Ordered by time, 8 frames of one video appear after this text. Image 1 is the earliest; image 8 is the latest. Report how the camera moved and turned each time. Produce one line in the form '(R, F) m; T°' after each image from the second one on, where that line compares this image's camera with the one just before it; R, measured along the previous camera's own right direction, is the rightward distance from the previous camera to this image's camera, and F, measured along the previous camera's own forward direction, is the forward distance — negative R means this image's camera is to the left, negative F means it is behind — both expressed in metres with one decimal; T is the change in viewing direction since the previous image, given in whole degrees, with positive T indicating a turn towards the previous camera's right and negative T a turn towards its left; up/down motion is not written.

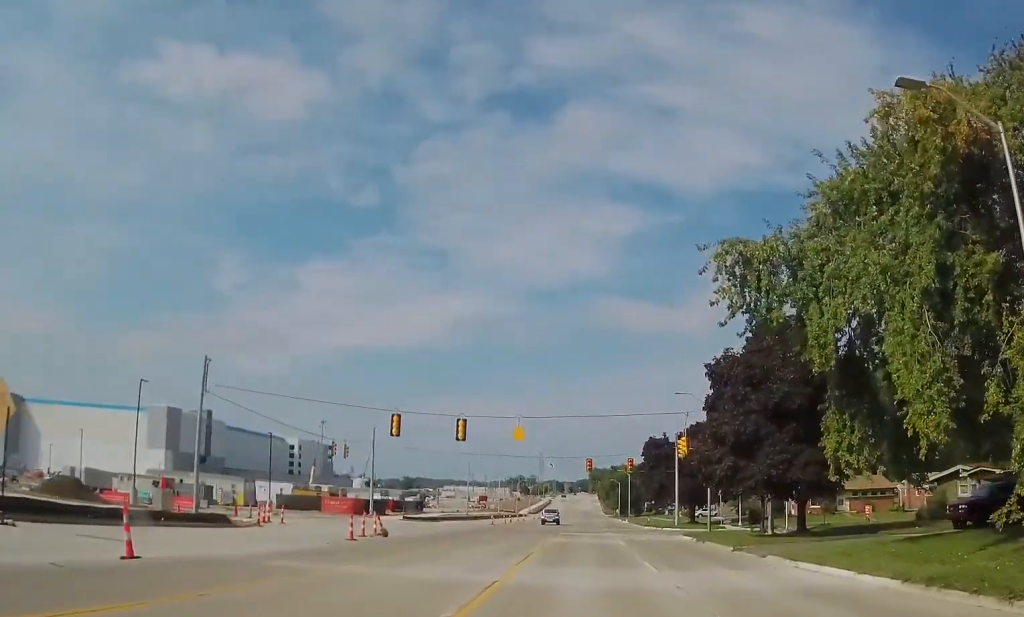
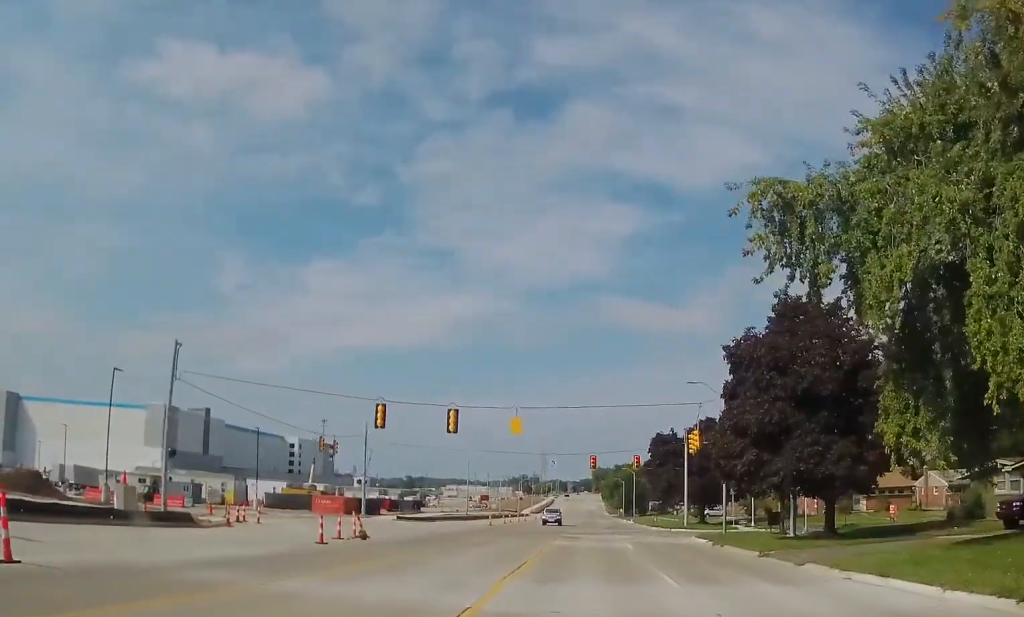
(0.0, +4.0) m; 0°
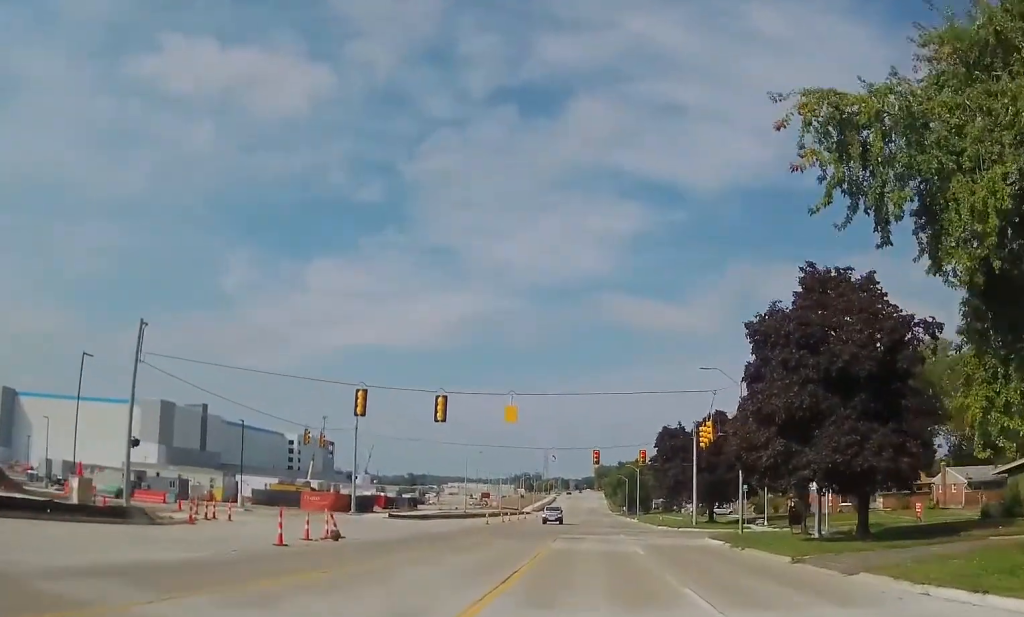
(0.0, +3.7) m; 0°
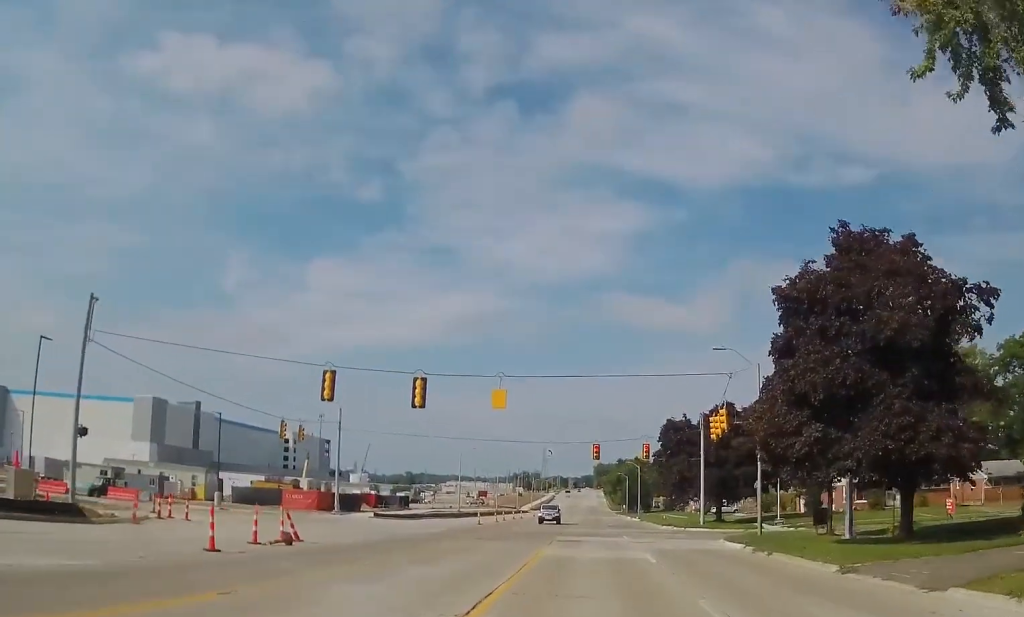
(0.0, +4.4) m; 0°
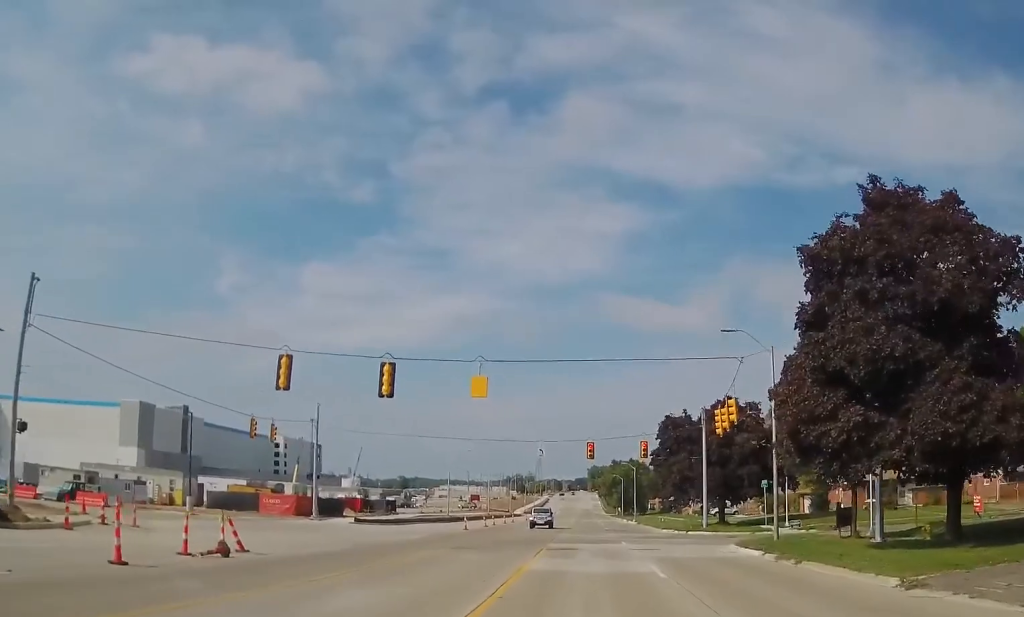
(0.0, +3.8) m; 0°
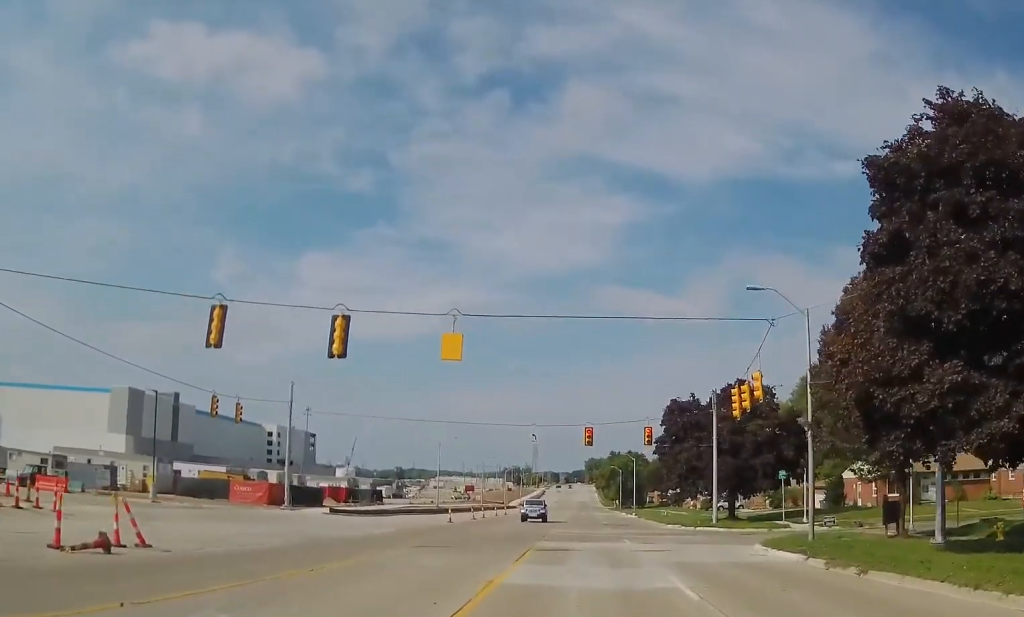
(0.0, +5.1) m; +1°
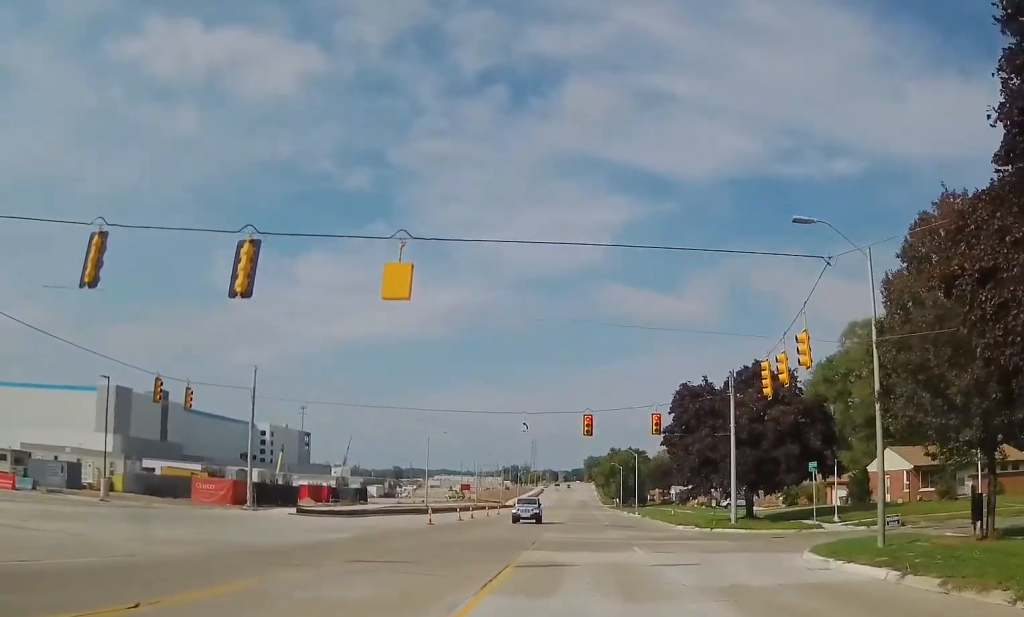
(+0.1, +6.0) m; +4°
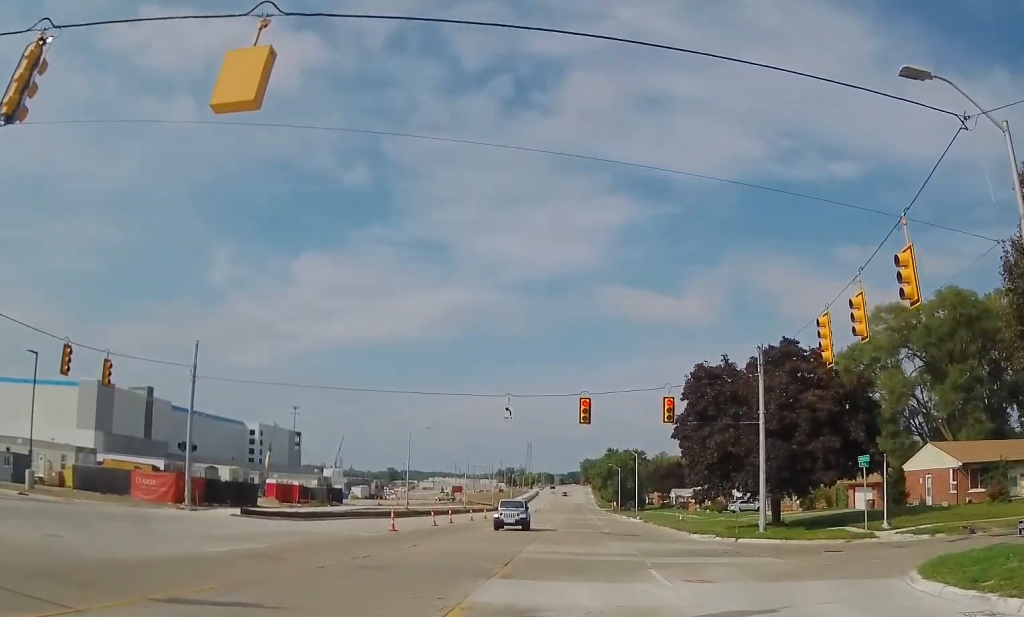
(+0.6, +8.4) m; +1°
